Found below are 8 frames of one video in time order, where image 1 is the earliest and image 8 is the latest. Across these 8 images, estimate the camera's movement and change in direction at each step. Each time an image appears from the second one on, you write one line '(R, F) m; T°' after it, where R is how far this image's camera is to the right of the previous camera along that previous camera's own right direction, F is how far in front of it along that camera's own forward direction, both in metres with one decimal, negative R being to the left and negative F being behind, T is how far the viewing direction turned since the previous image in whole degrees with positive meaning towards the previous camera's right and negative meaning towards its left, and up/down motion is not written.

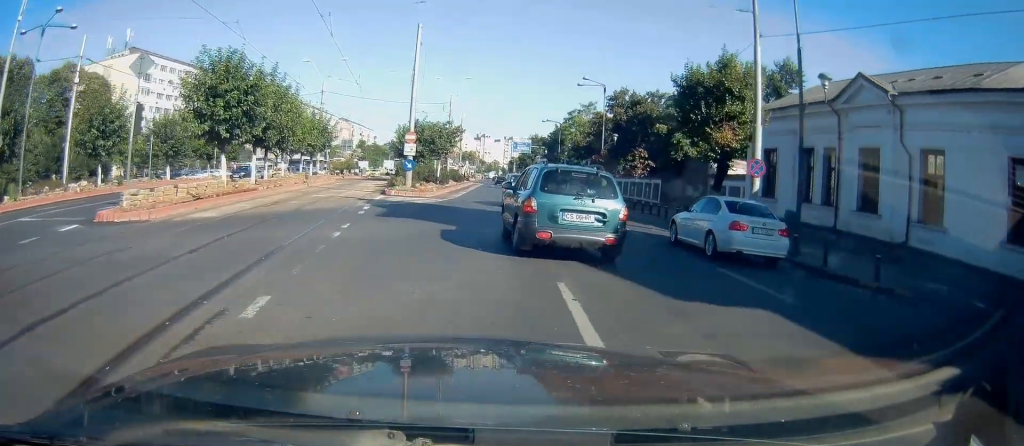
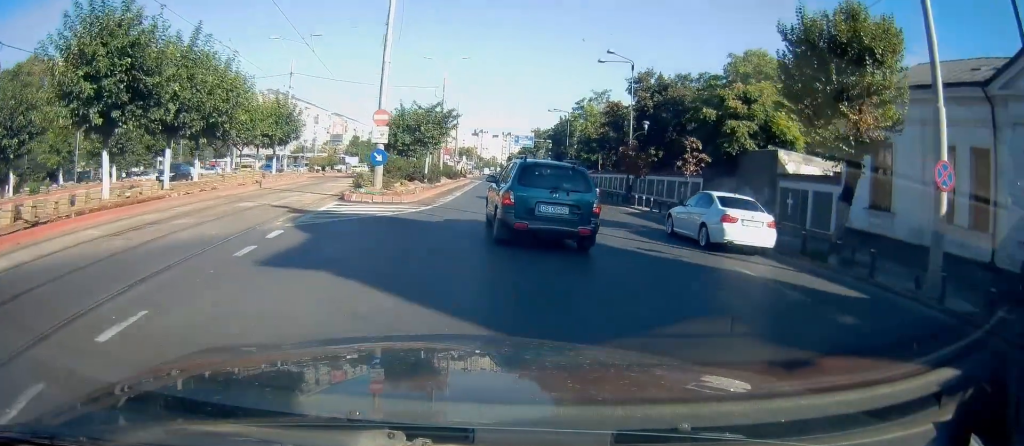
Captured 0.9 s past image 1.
(+0.2, +8.6) m; +3°
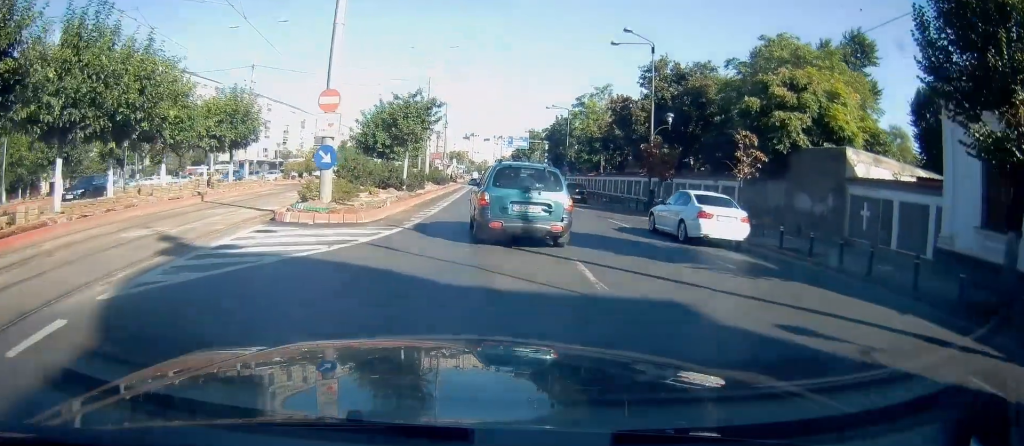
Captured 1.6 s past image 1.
(+0.1, +6.4) m; +1°
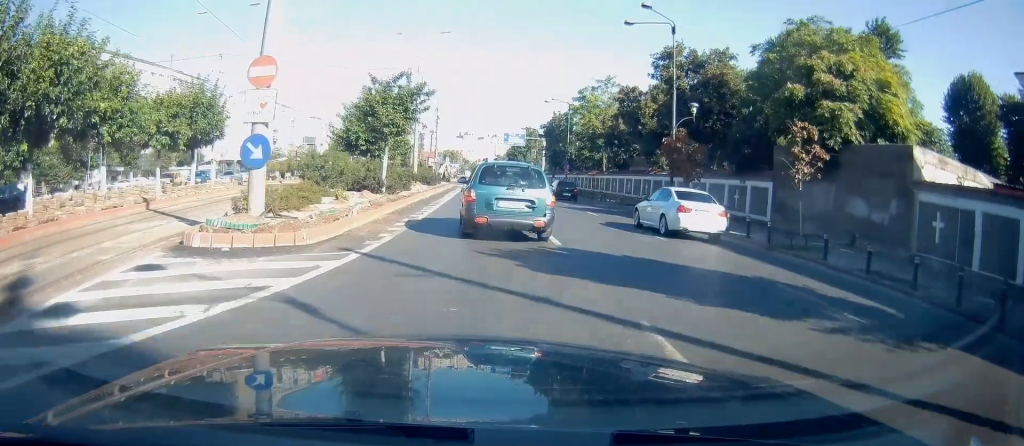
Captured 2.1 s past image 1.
(0.0, +4.5) m; +1°
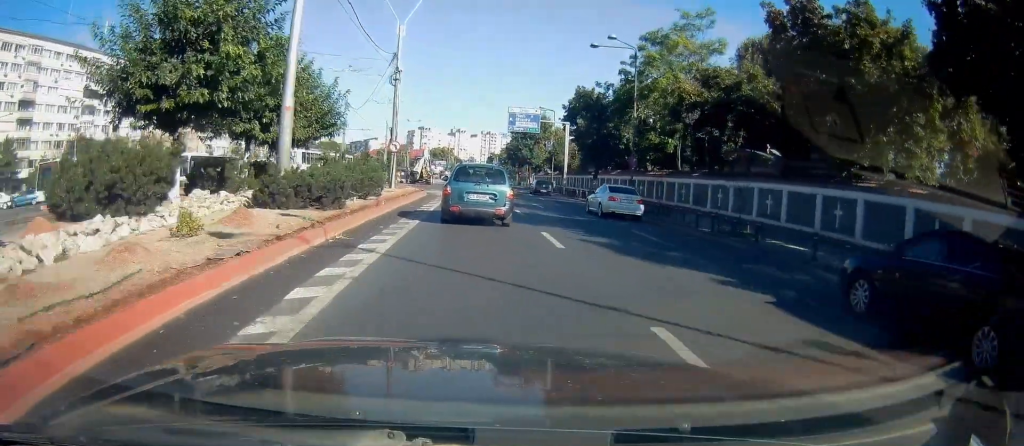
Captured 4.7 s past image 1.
(+0.4, +25.9) m; +2°
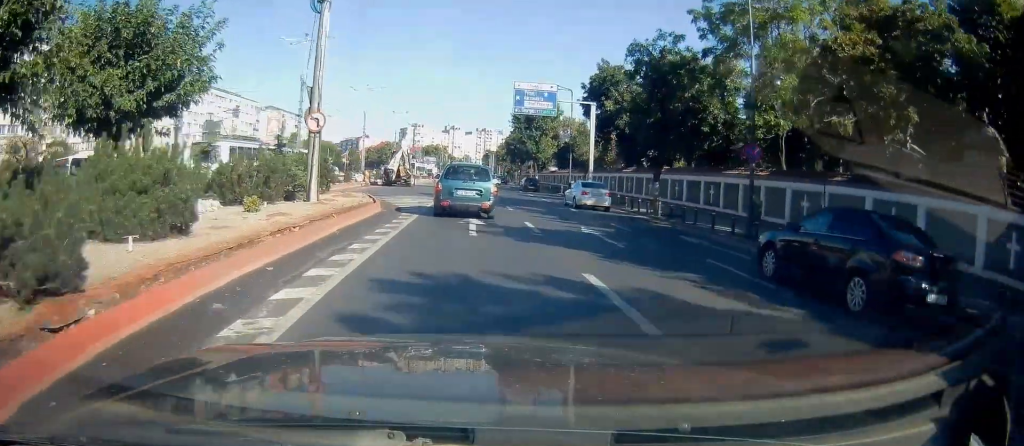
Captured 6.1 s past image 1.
(+0.2, +14.6) m; 0°
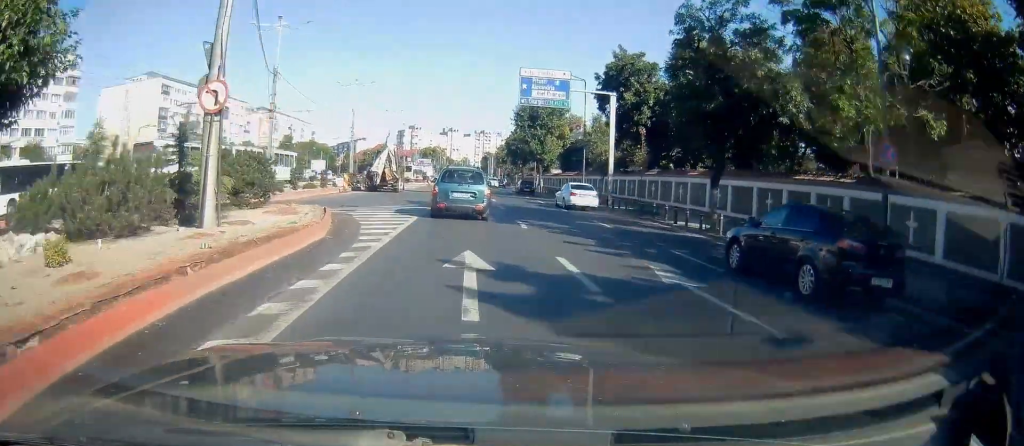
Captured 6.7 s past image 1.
(-0.1, +6.6) m; 0°
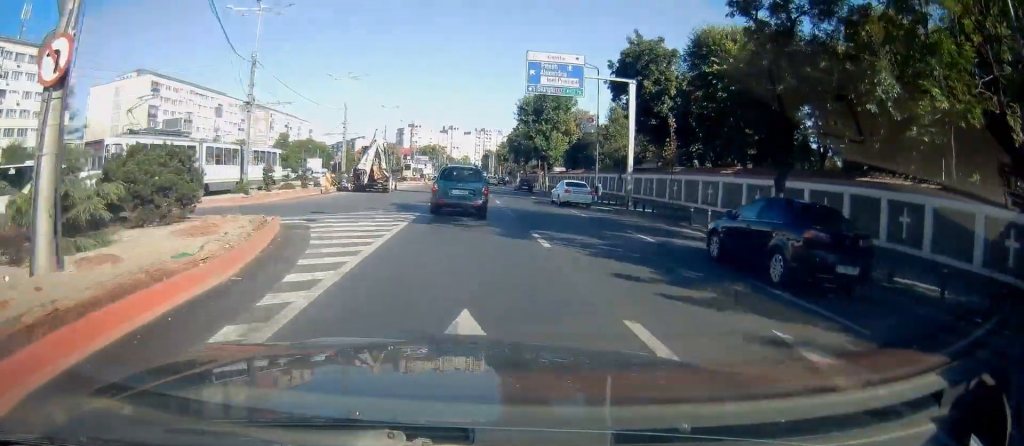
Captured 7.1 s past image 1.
(0.0, +4.5) m; 0°
